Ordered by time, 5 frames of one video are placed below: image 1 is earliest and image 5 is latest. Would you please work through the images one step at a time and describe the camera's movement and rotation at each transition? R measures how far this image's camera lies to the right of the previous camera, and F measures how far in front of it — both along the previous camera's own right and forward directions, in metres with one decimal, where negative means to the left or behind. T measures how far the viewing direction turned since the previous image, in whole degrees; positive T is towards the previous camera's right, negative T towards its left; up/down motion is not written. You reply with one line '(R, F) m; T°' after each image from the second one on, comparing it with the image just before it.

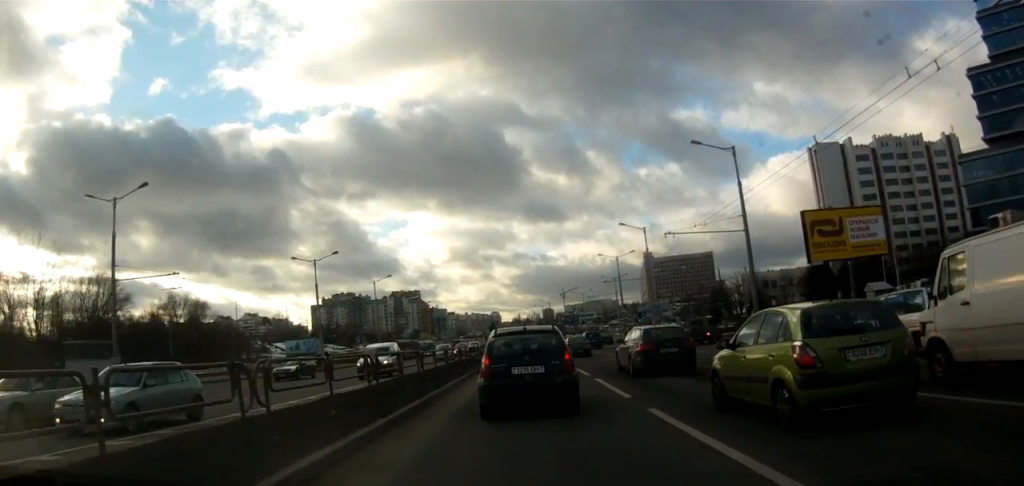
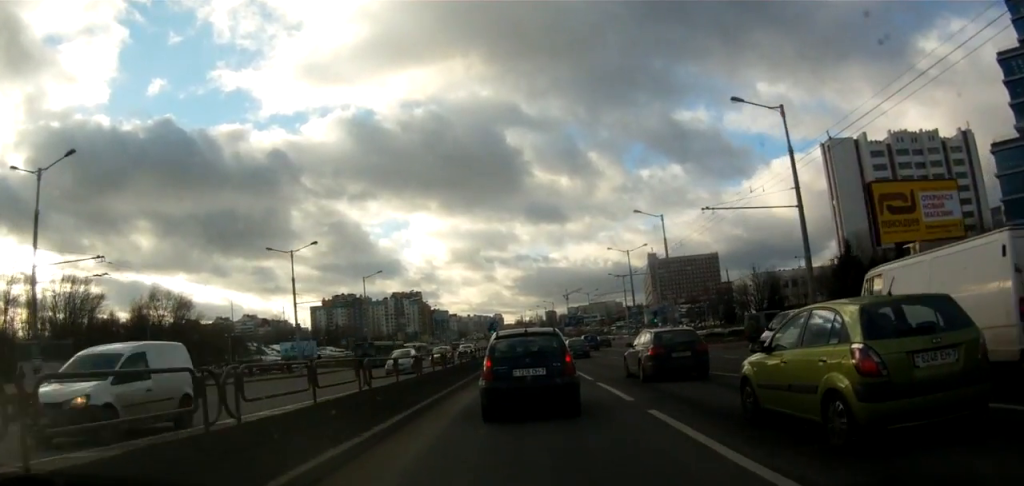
(-0.4, +7.8) m; -3°
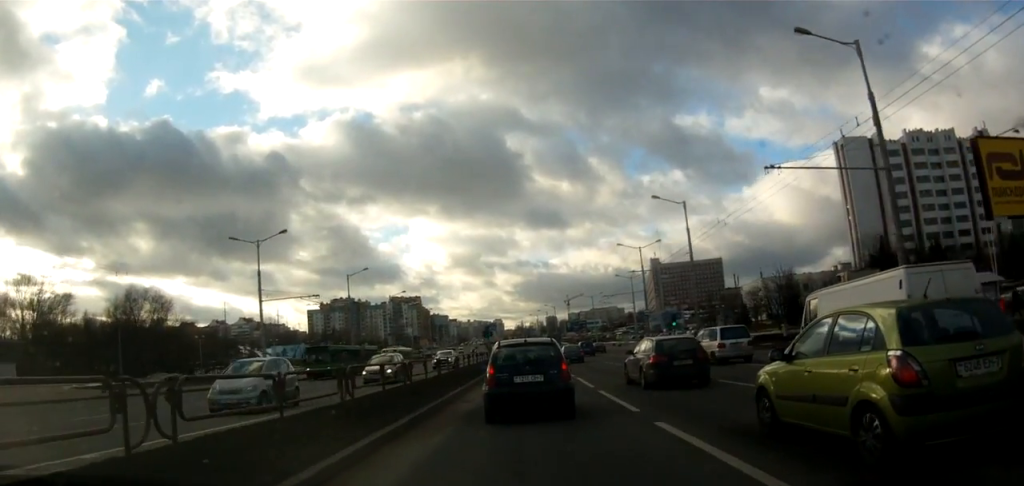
(0.0, +9.0) m; +1°
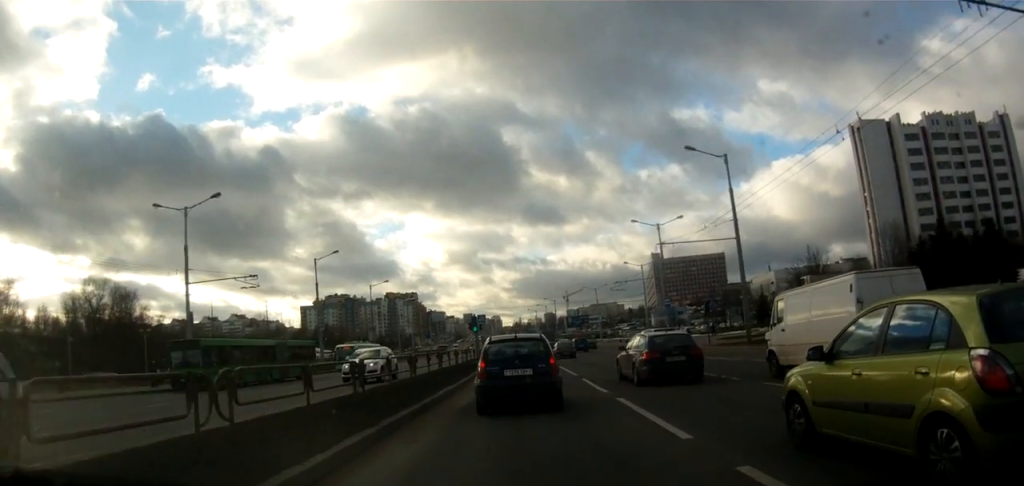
(+0.1, +11.7) m; +1°
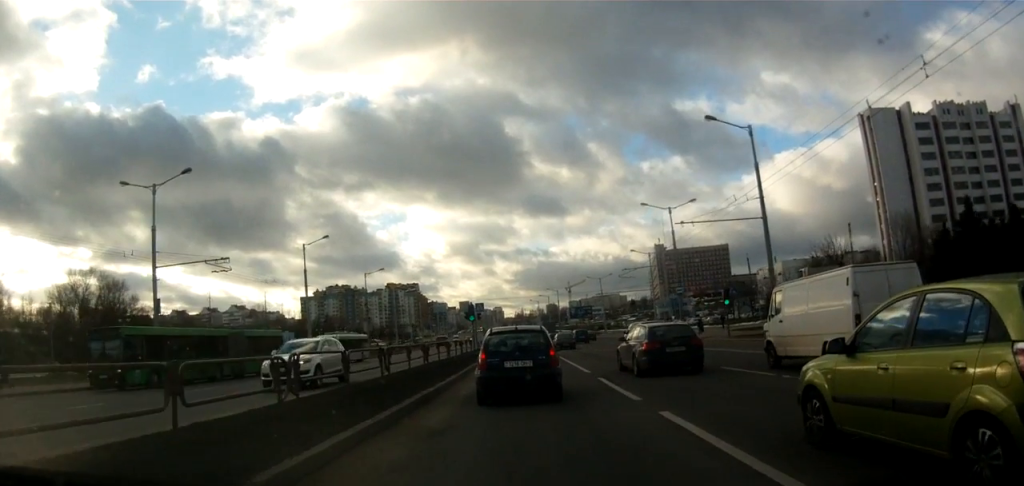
(0.0, +4.2) m; 0°
